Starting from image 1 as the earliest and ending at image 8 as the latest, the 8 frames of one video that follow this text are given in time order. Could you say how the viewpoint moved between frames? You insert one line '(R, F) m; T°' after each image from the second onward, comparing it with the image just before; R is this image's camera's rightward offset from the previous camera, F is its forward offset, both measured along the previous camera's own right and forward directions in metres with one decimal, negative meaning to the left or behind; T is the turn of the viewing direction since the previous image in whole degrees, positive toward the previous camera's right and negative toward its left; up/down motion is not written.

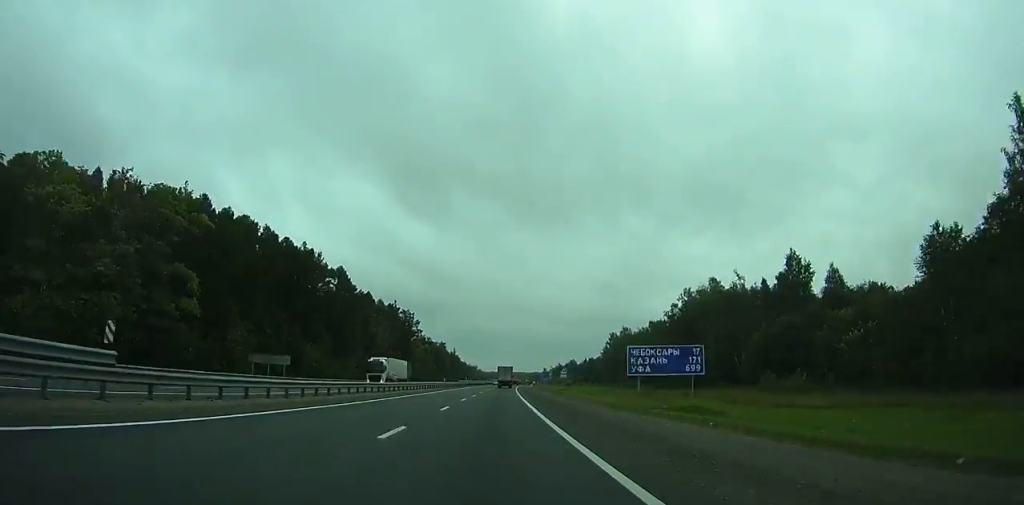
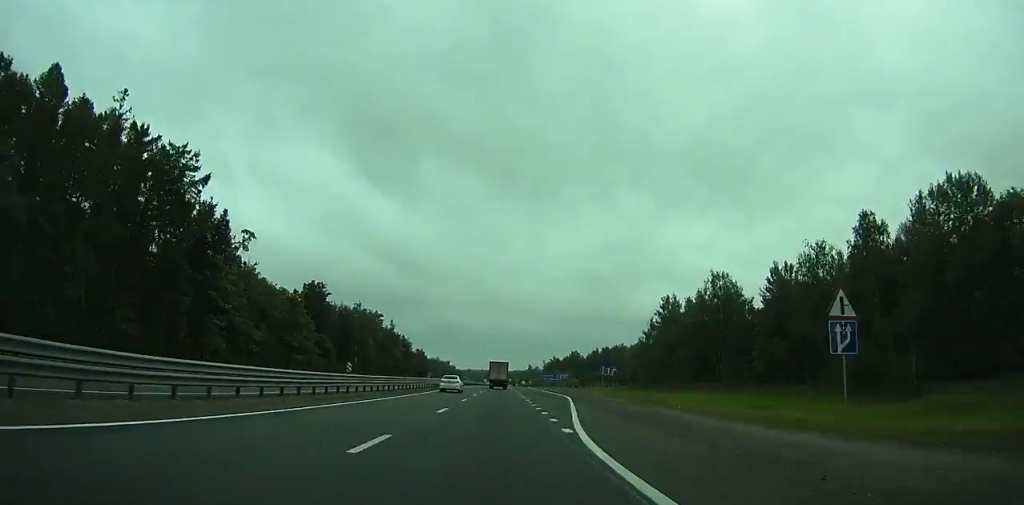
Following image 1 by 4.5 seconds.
(+2.1, +121.5) m; +2°
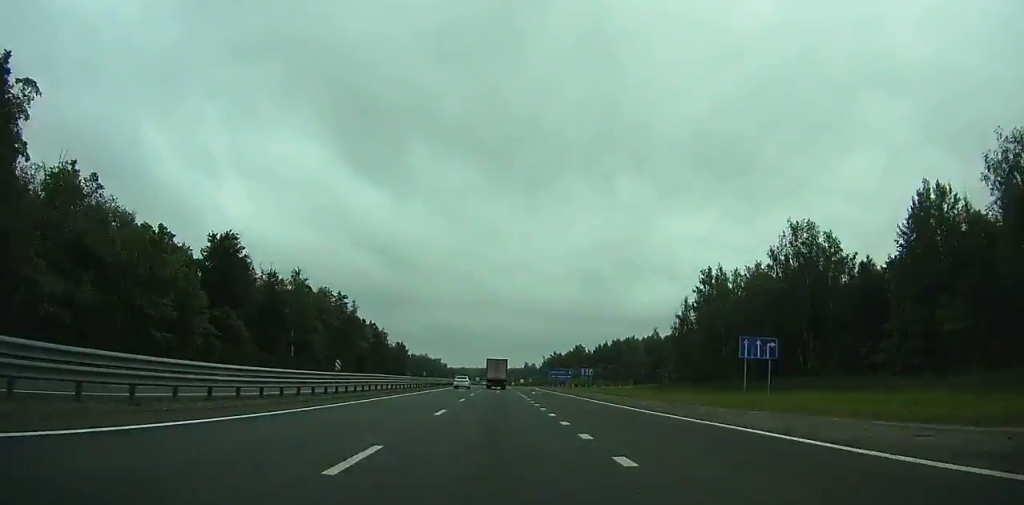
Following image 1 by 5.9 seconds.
(+0.4, +38.4) m; 0°
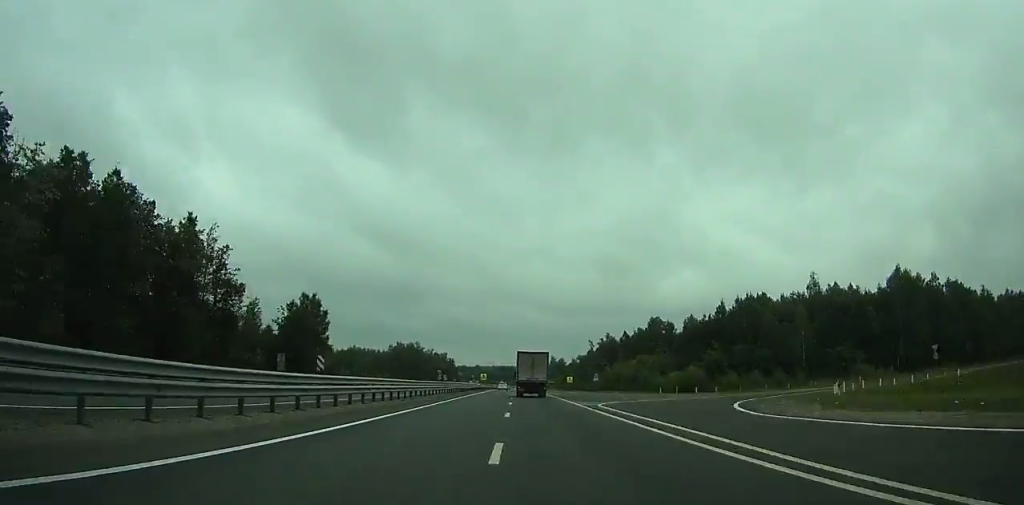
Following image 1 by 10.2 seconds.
(-0.5, +120.0) m; 0°
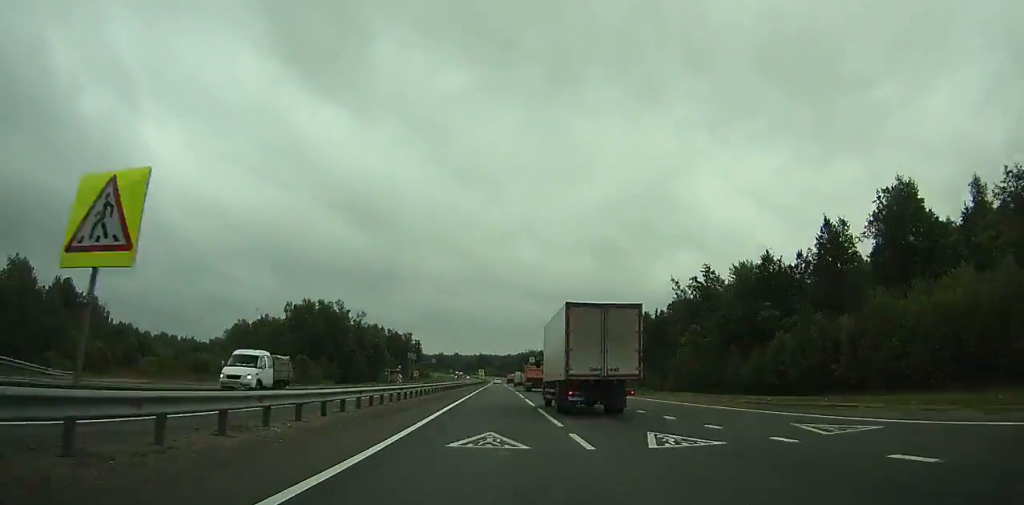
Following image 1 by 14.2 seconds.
(+1.0, +115.4) m; +1°
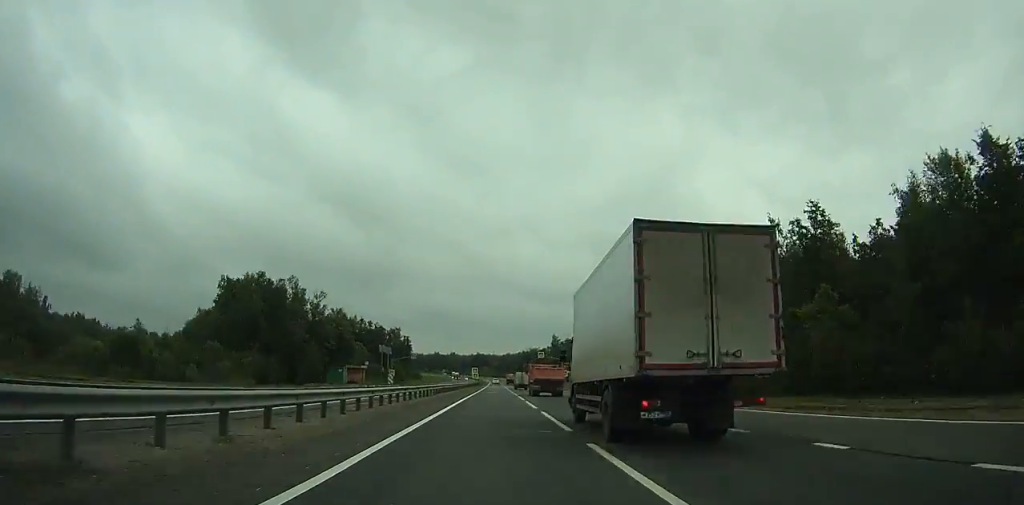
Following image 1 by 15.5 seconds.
(+0.4, +38.0) m; 0°
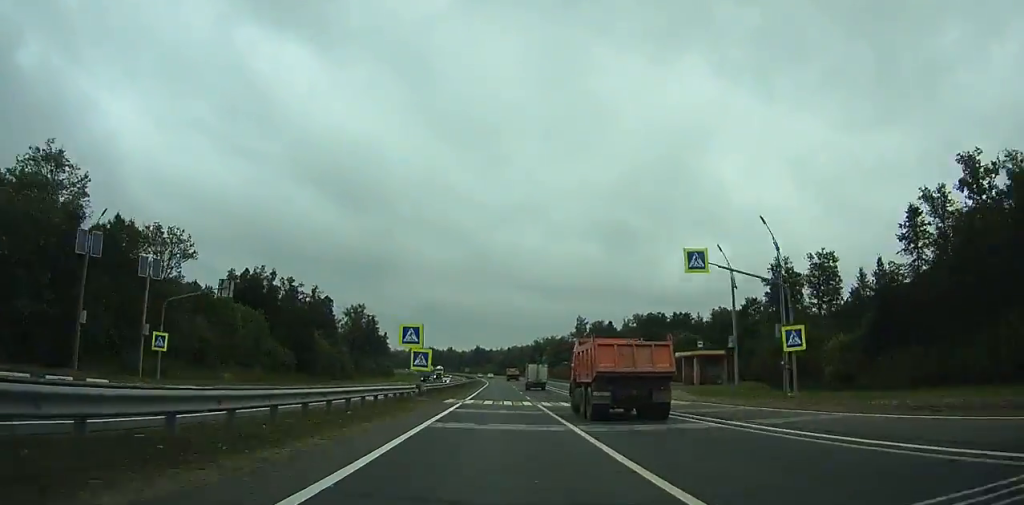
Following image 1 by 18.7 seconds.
(-0.3, +95.1) m; 0°
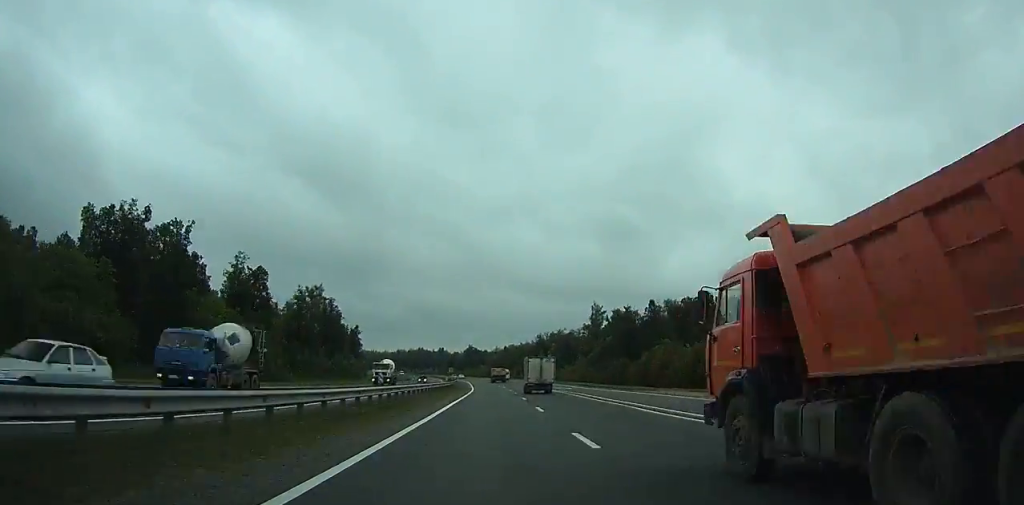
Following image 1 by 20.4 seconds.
(-0.1, +51.0) m; -1°
